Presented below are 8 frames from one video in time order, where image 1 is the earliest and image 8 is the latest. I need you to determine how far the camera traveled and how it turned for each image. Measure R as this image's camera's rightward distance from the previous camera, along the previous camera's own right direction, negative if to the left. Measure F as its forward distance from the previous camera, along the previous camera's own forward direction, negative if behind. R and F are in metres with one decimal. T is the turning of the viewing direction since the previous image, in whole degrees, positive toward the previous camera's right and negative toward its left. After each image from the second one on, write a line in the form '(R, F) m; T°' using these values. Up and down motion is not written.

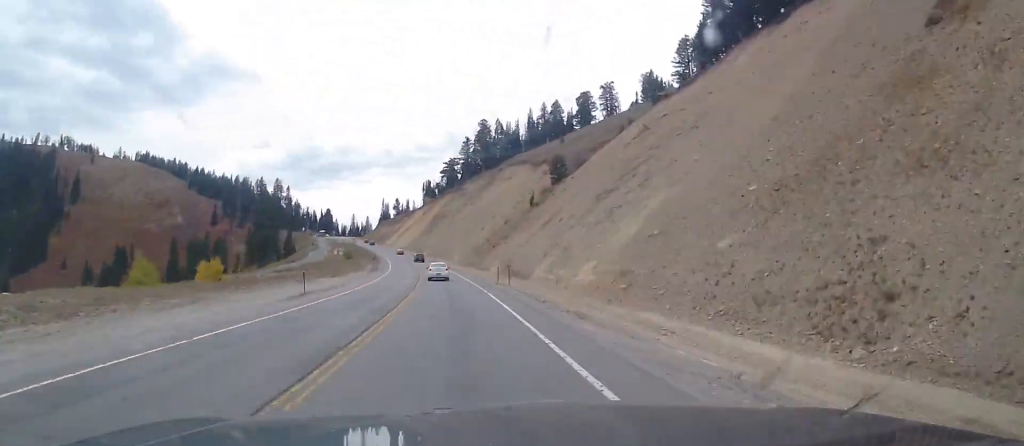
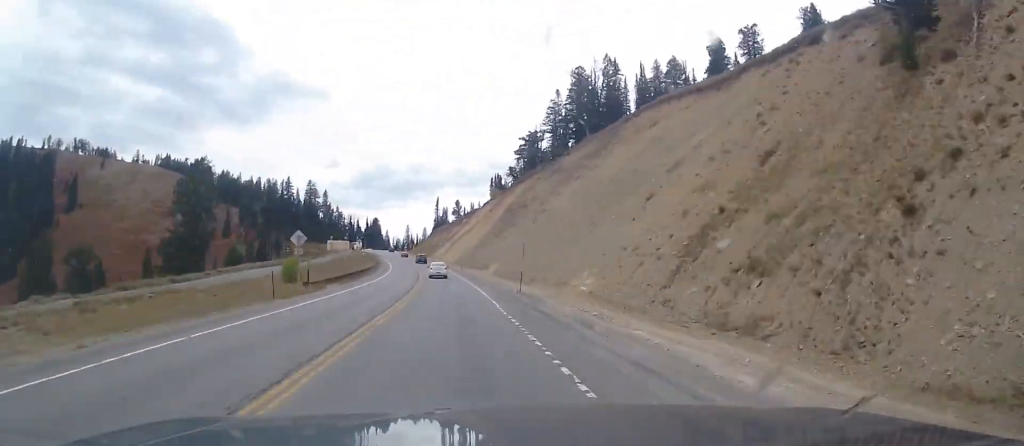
(-7.8, +87.9) m; -4°
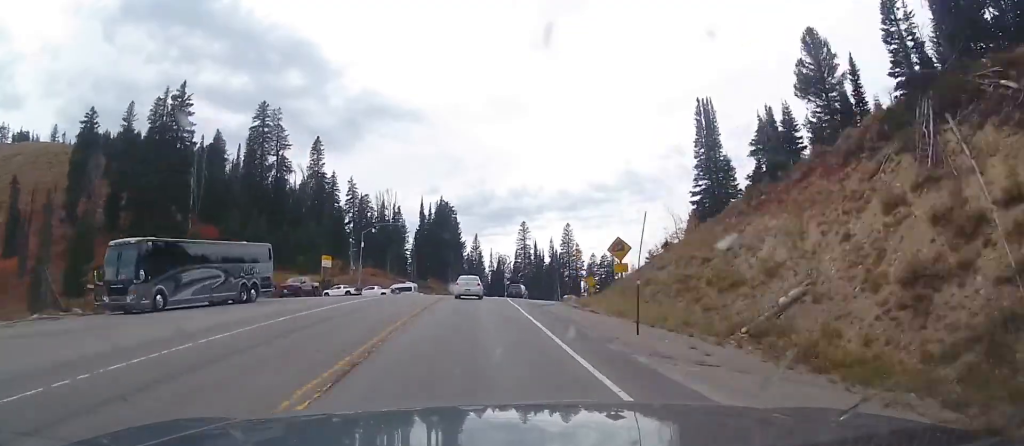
(-14.6, +206.8) m; +12°
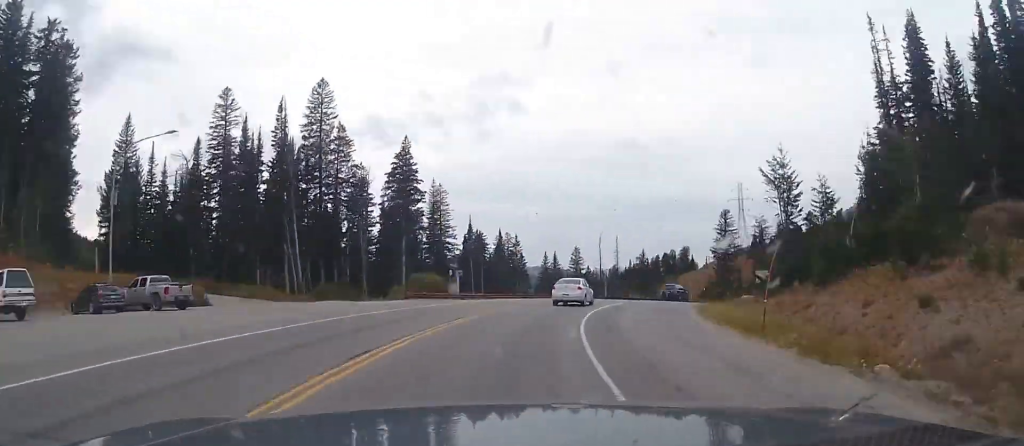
(+26.5, +82.6) m; +34°
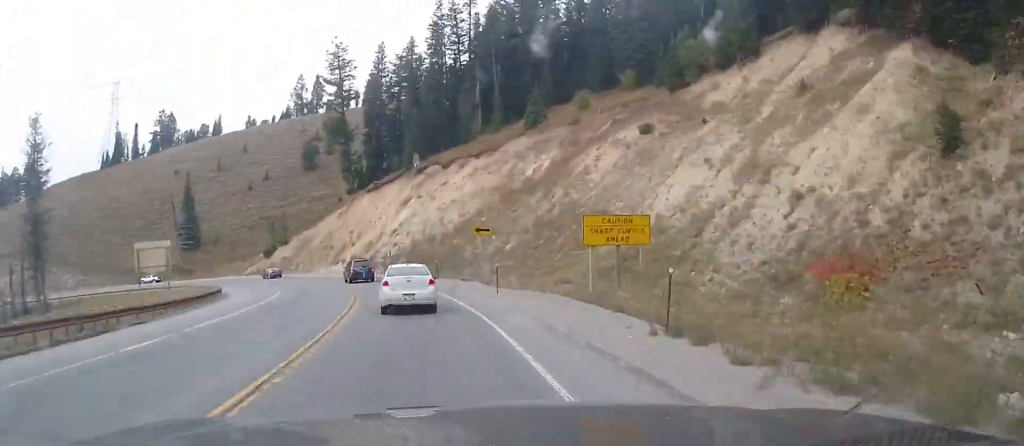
(+51.9, +167.5) m; -4°
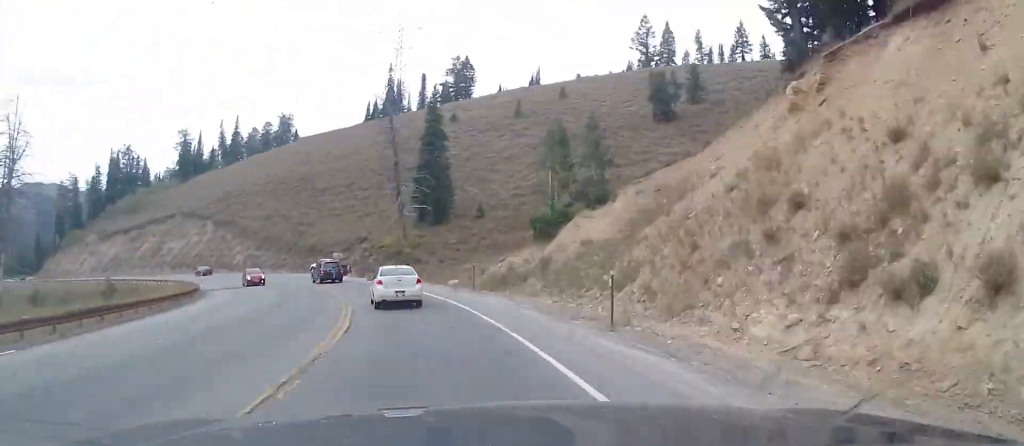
(-10.4, +71.4) m; -31°
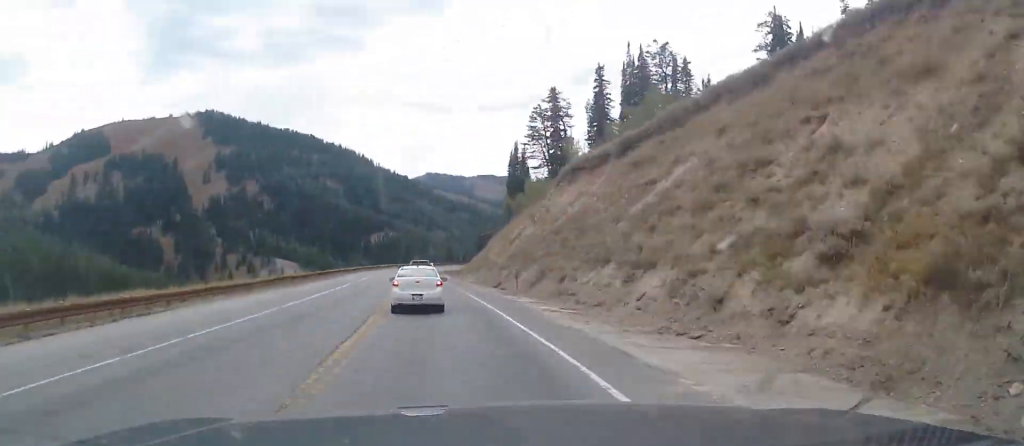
(-48.6, +104.2) m; -15°
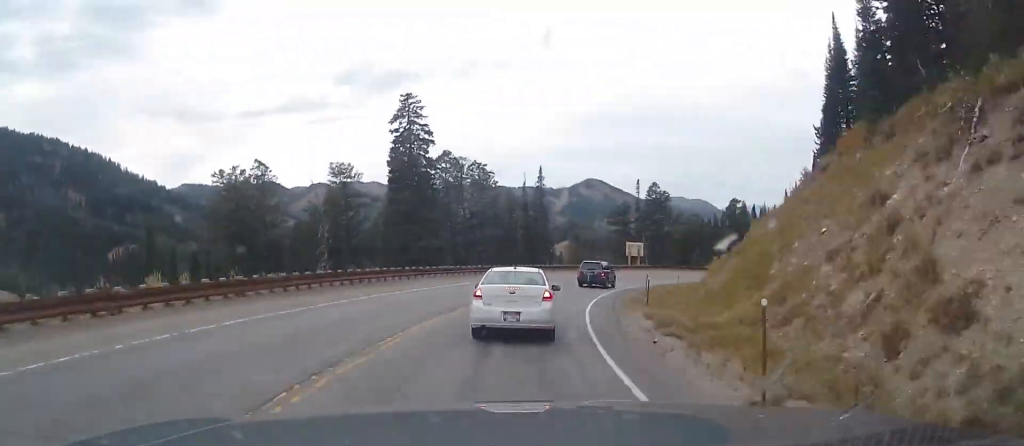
(+13.0, +137.7) m; +38°
